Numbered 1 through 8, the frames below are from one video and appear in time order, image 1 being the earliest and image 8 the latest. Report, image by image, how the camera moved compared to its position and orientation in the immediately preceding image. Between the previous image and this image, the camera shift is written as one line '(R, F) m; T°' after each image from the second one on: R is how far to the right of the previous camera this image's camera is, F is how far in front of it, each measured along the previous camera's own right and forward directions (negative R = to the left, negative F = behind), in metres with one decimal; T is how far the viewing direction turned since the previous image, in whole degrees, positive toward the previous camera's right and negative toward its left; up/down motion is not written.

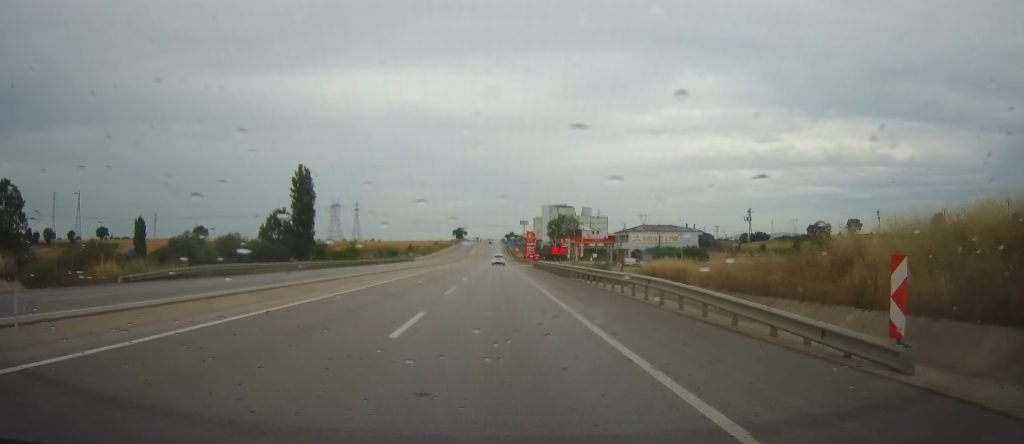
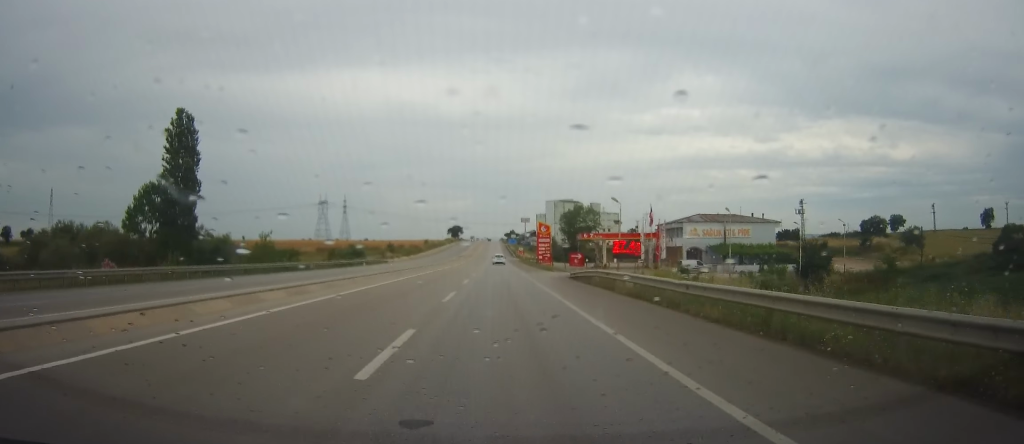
(0.0, +40.0) m; 0°
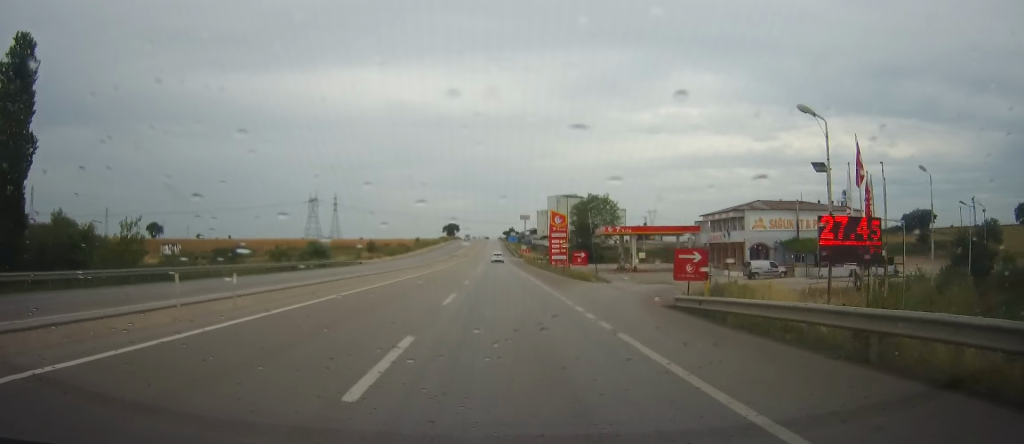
(0.0, +25.0) m; 0°
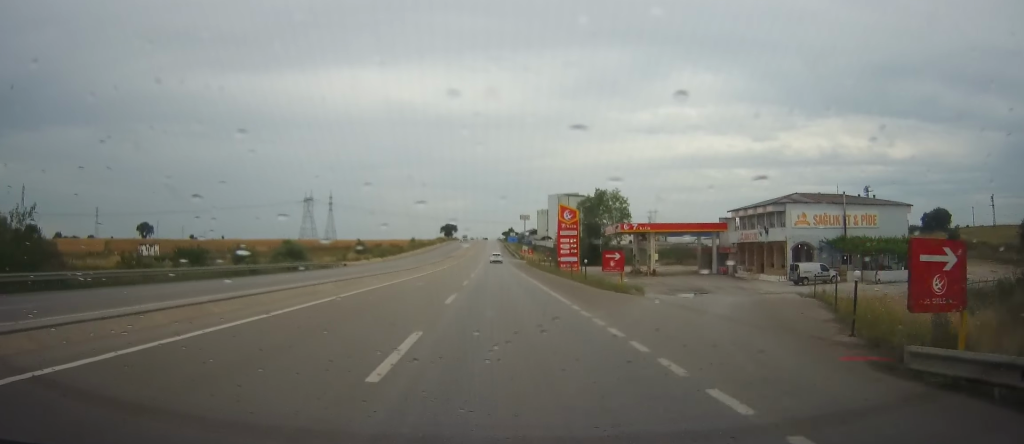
(0.0, +11.7) m; 0°
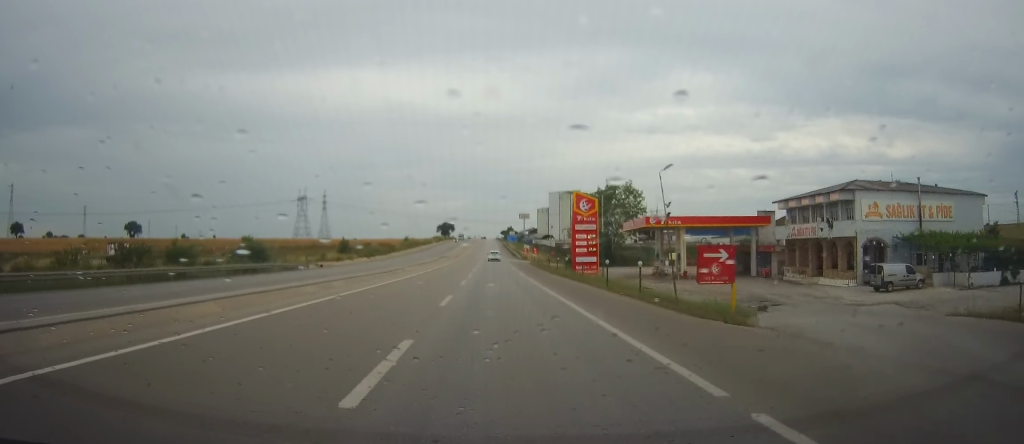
(0.0, +12.9) m; 0°
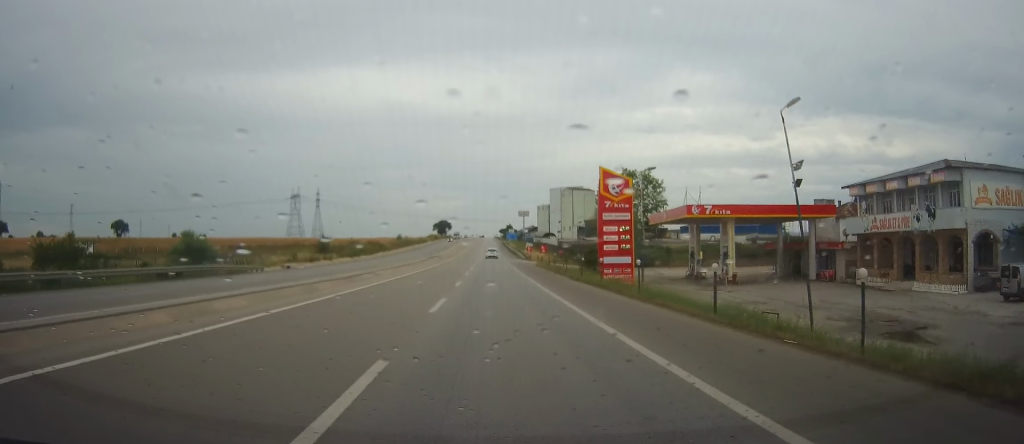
(0.0, +14.4) m; 0°
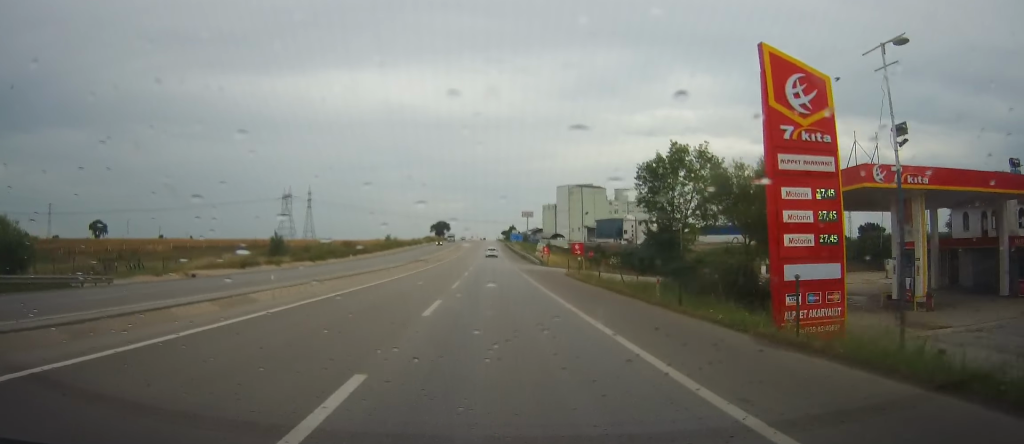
(0.0, +25.3) m; 0°
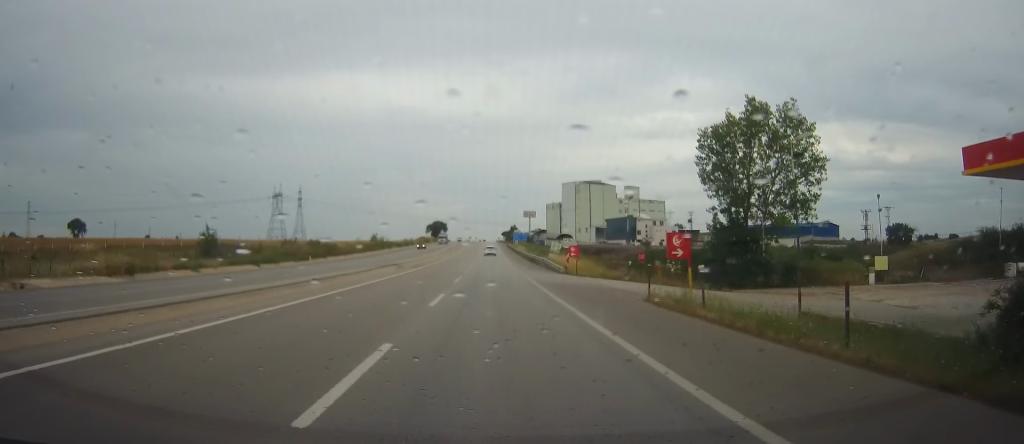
(0.0, +21.2) m; 0°
